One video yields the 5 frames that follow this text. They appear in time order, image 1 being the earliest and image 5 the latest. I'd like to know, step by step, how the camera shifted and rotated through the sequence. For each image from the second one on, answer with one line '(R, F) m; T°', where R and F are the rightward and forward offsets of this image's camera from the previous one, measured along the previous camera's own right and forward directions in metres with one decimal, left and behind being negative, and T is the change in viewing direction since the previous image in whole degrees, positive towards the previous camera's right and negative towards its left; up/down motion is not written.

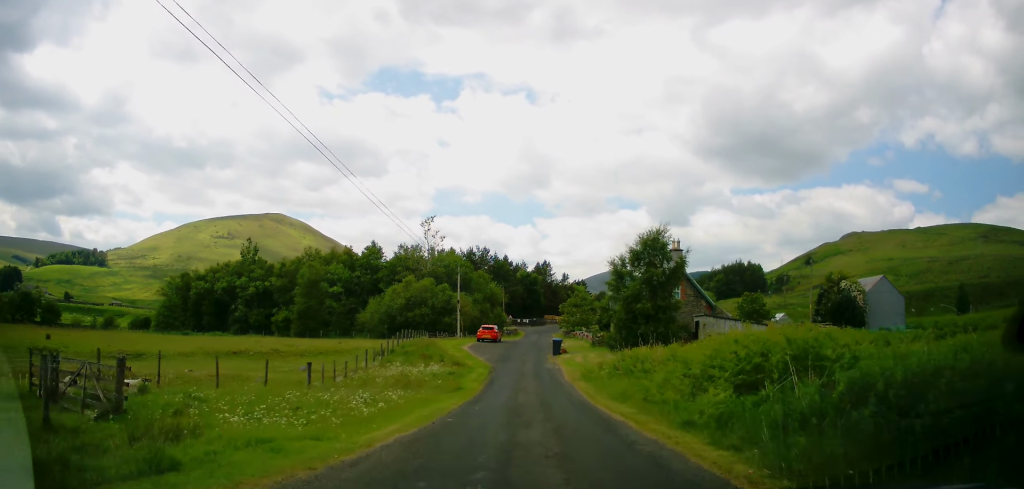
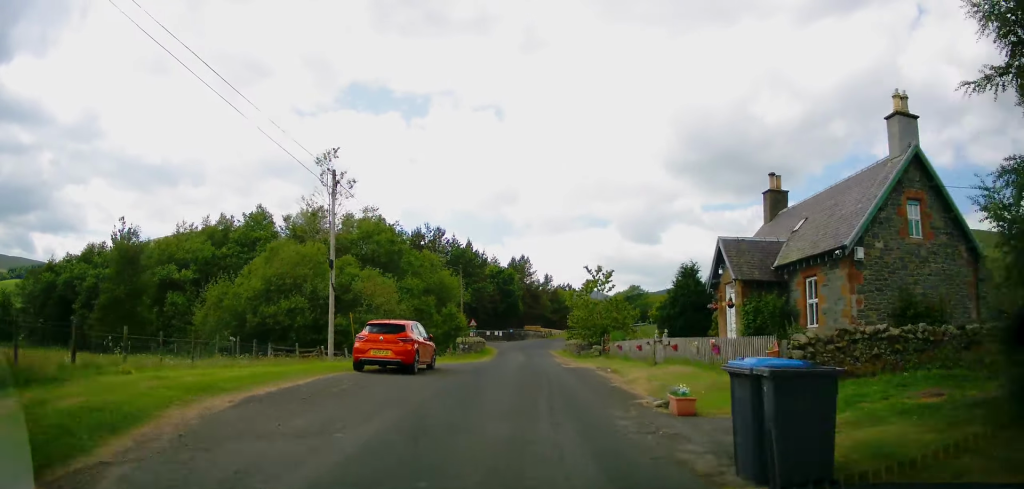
(+1.3, +33.5) m; +4°
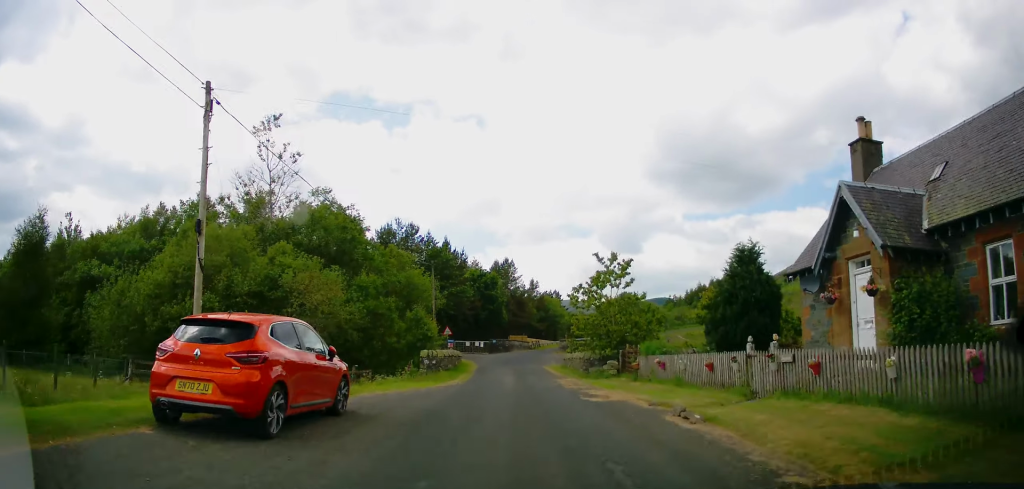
(-0.3, +9.2) m; 0°
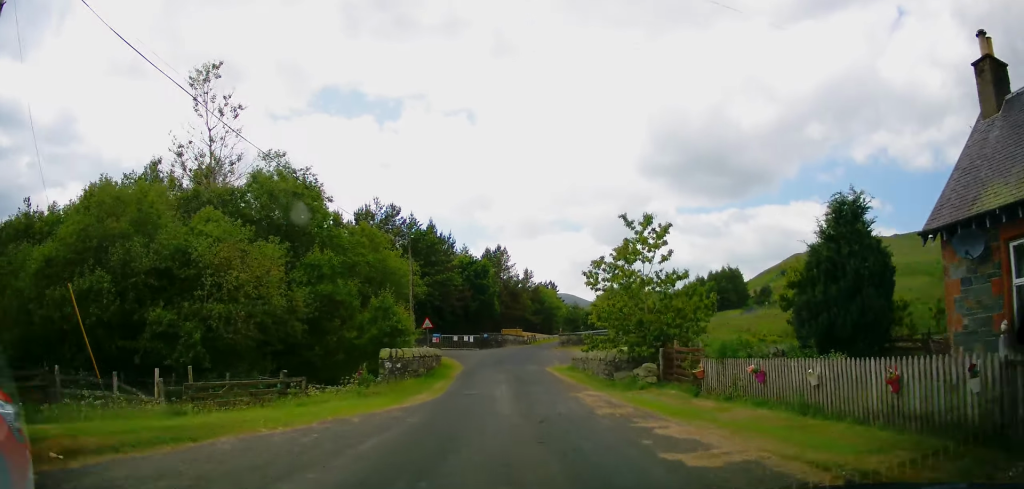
(+0.3, +7.3) m; +1°
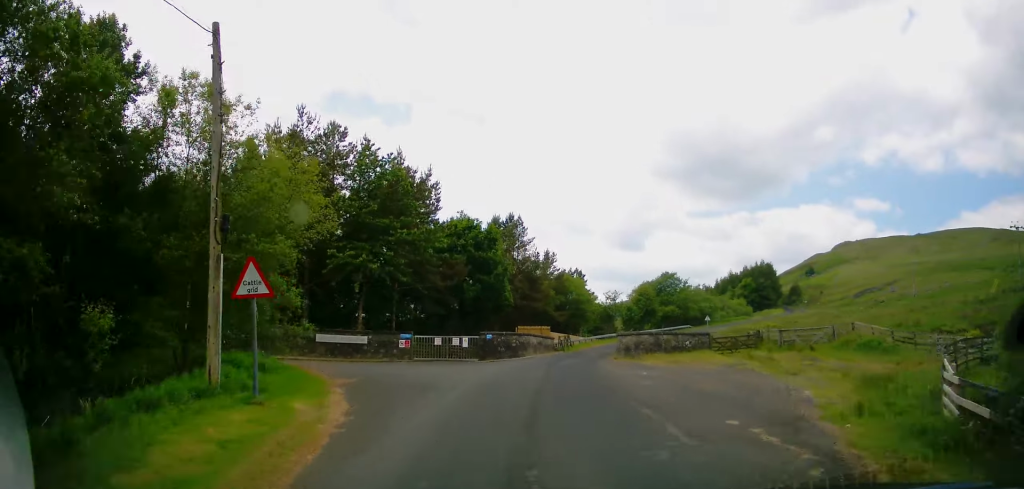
(0.0, +24.7) m; 0°
